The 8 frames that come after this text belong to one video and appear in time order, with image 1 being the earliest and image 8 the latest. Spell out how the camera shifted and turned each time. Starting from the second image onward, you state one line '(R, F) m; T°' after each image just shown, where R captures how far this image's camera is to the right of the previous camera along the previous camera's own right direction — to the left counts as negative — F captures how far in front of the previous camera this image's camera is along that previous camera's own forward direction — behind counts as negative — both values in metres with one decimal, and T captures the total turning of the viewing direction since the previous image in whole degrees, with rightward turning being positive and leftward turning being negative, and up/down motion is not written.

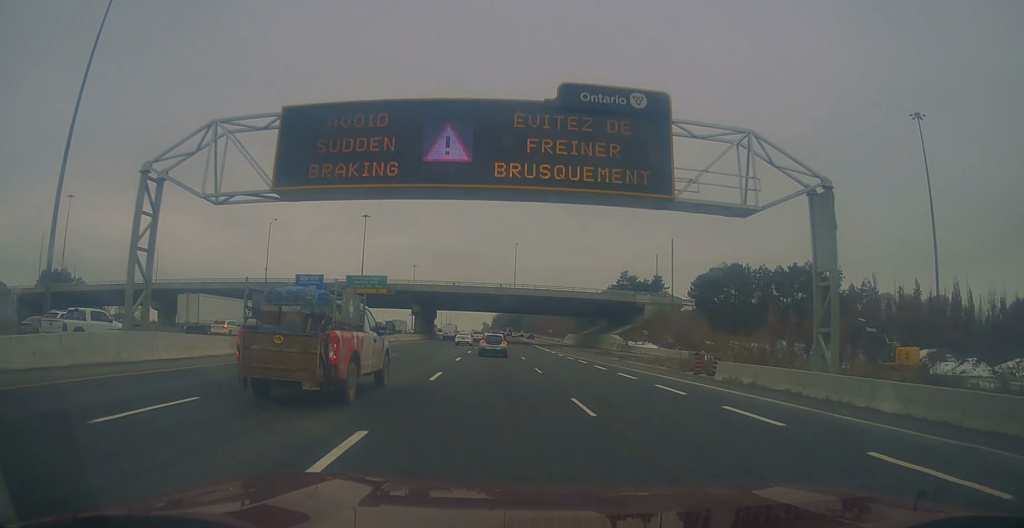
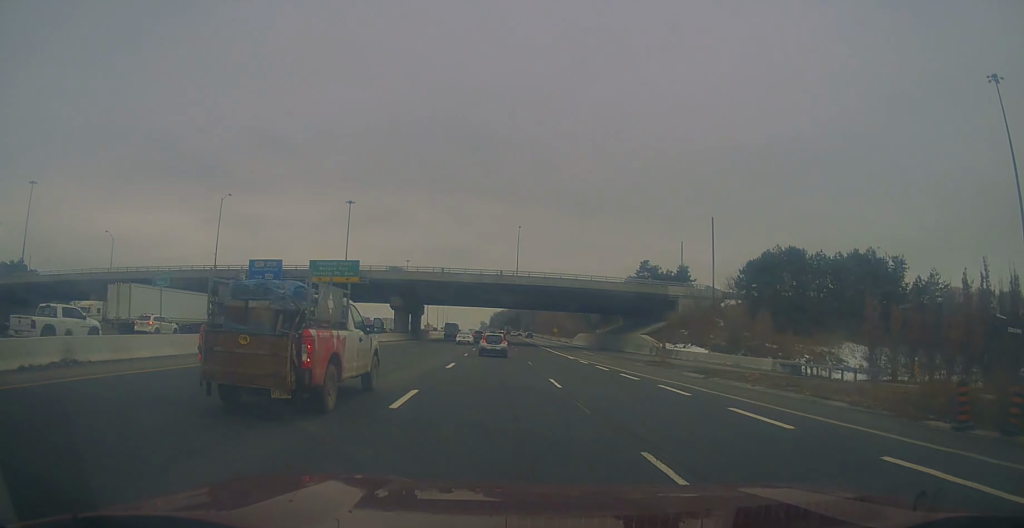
(-0.2, +18.7) m; -1°
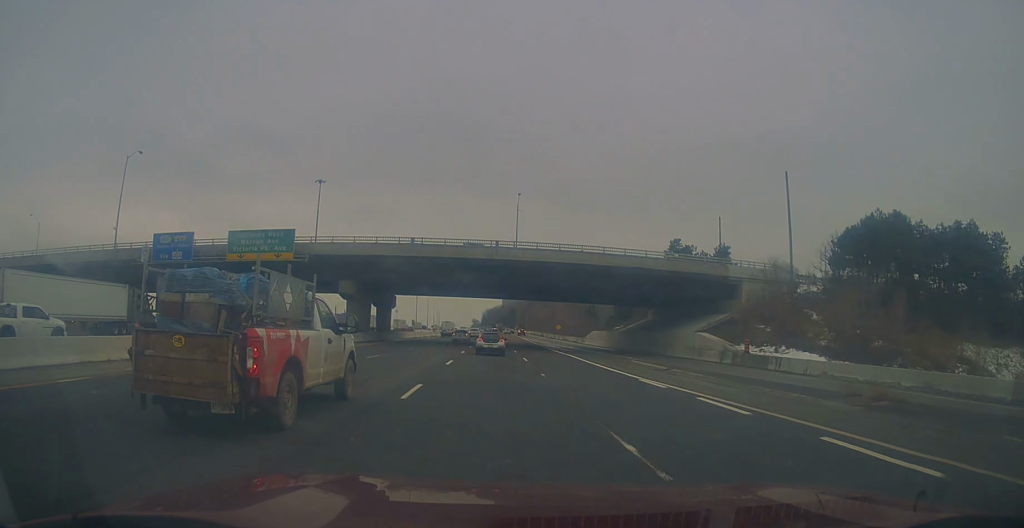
(0.0, +22.9) m; 0°
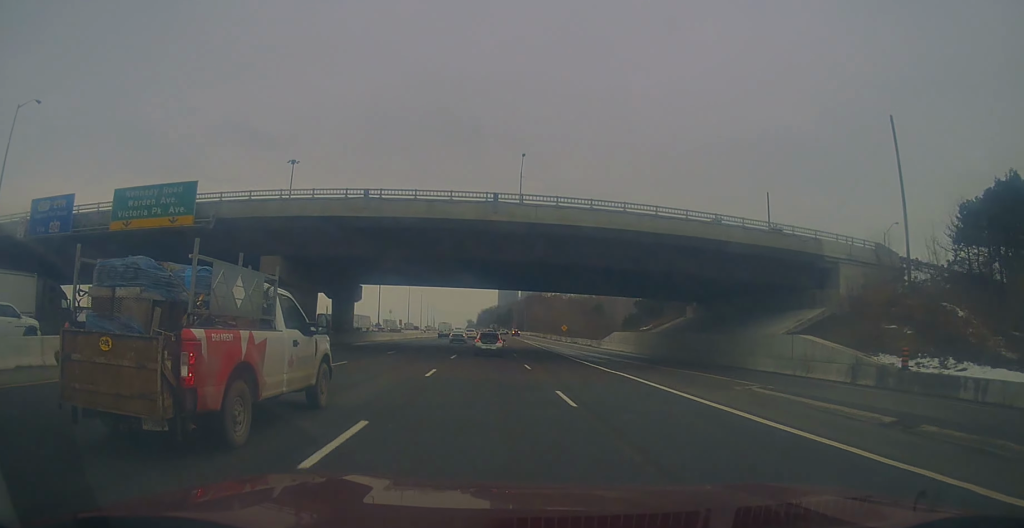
(0.0, +18.4) m; 0°
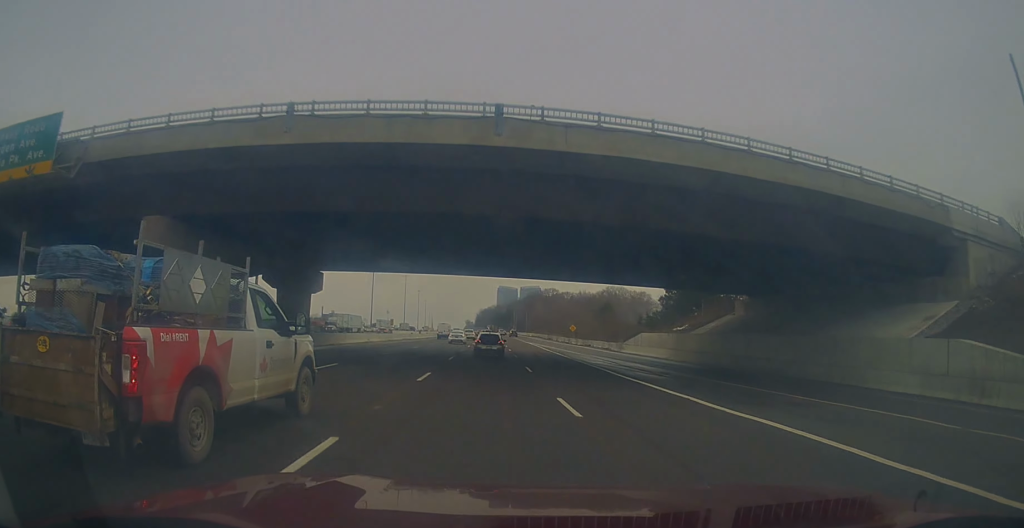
(0.0, +13.7) m; 0°
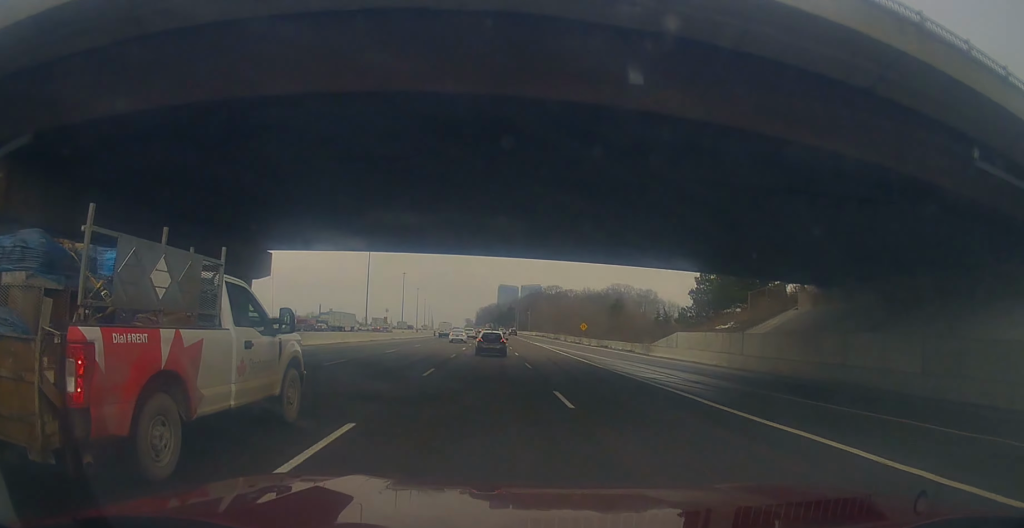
(0.0, +11.3) m; 0°
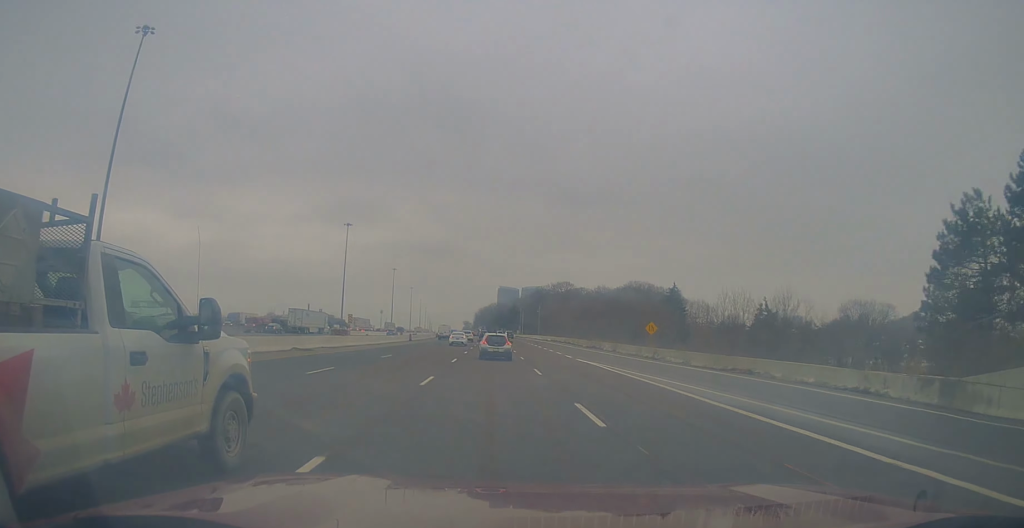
(0.0, +39.3) m; 0°
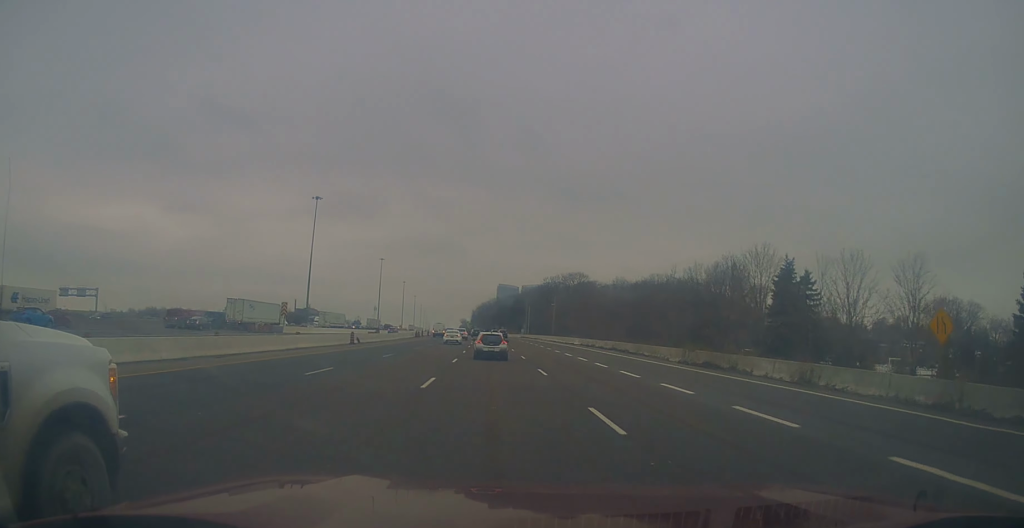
(-0.1, +37.6) m; 0°
